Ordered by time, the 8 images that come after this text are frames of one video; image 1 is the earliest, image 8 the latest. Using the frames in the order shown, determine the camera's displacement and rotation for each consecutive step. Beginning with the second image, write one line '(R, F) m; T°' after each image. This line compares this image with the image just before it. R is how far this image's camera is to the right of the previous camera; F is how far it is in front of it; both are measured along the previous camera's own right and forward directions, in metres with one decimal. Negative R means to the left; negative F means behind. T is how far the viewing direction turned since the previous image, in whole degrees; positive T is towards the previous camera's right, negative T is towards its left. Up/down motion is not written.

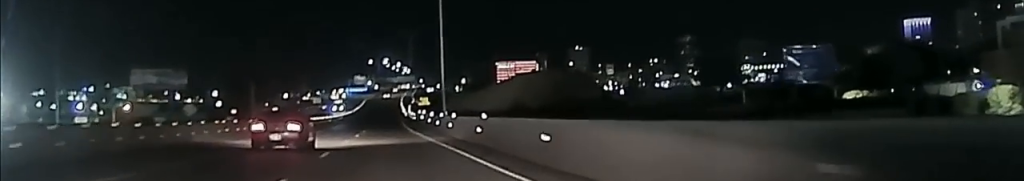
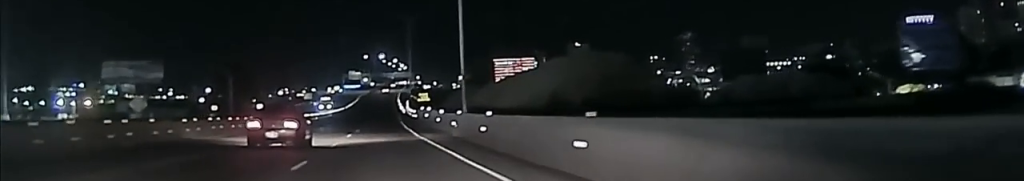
(-0.1, +19.1) m; 0°
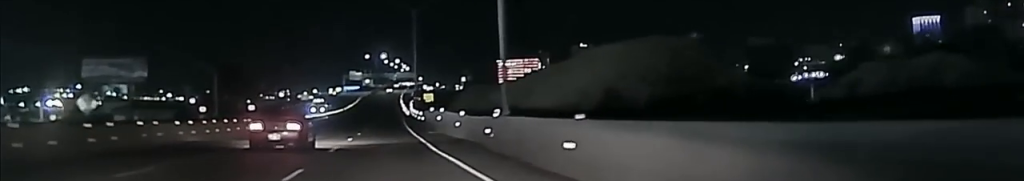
(+0.2, +14.6) m; +1°
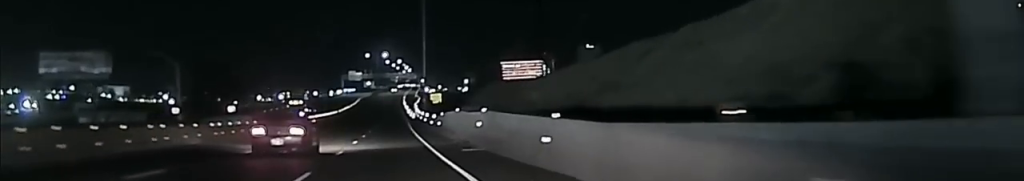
(+0.1, +23.8) m; 0°
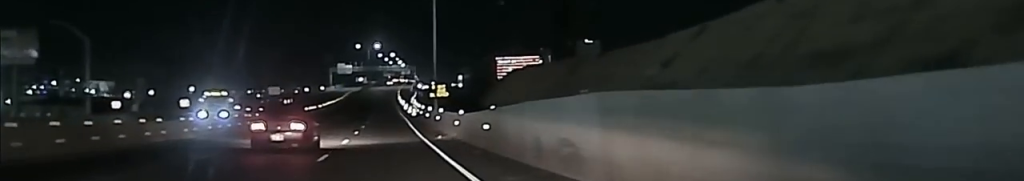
(-0.1, +30.7) m; -1°
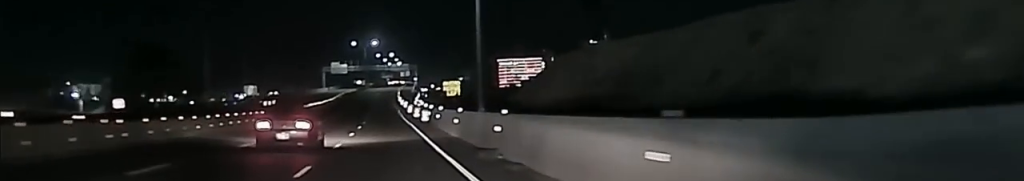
(-0.5, +29.5) m; -1°
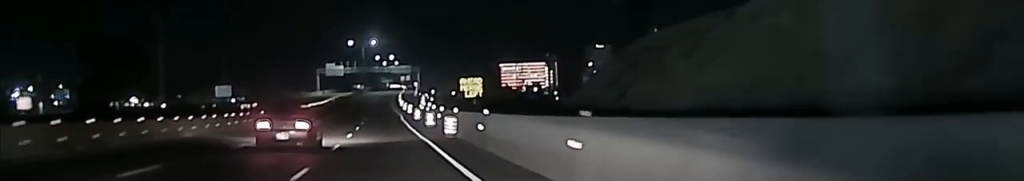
(+0.2, +24.3) m; +2°
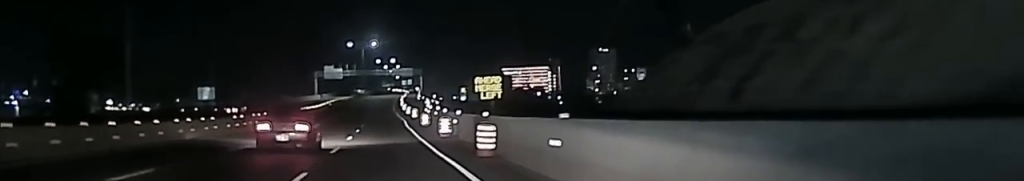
(0.0, +12.5) m; +1°
